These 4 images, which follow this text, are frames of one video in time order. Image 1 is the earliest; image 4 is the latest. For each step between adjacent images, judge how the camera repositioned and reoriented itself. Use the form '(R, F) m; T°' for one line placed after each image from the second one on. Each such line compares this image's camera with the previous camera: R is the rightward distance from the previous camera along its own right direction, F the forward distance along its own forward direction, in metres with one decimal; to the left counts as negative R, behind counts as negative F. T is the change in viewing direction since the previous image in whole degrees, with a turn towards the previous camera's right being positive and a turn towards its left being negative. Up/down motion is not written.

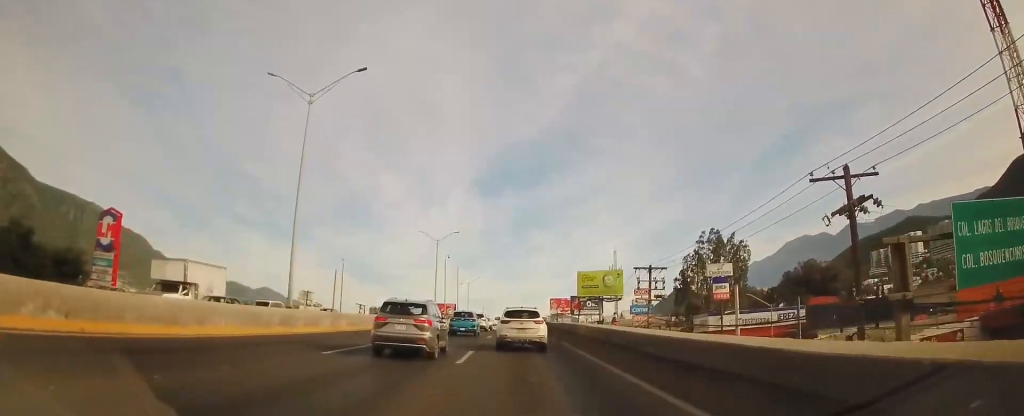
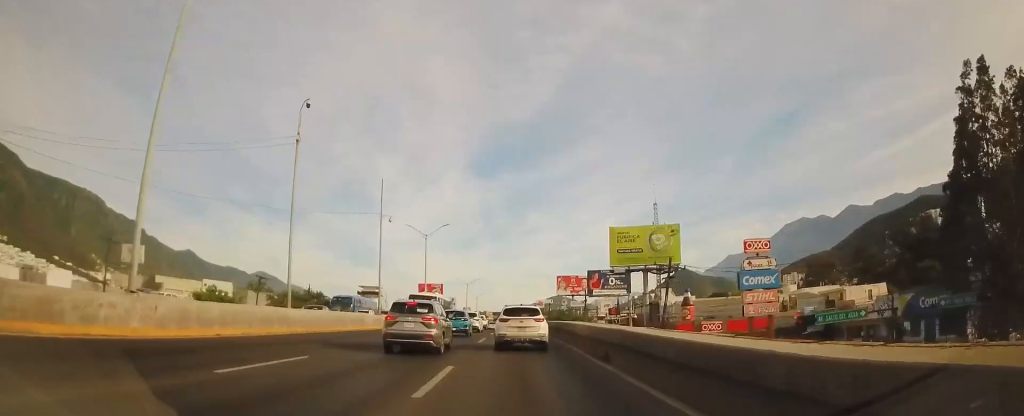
(+2.1, +57.5) m; +2°
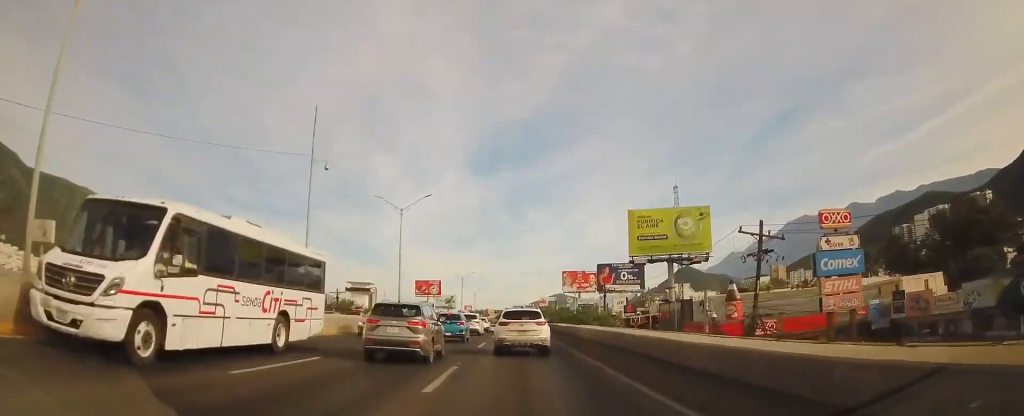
(-0.1, +15.7) m; -1°
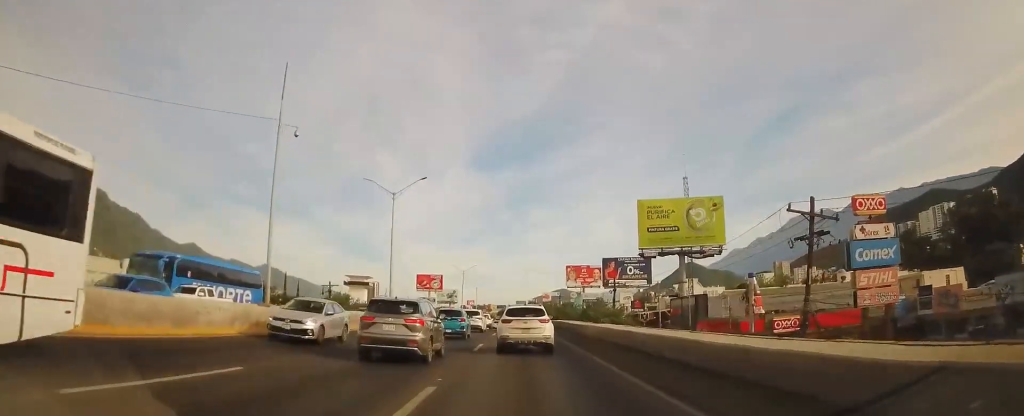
(0.0, +4.7) m; 0°
